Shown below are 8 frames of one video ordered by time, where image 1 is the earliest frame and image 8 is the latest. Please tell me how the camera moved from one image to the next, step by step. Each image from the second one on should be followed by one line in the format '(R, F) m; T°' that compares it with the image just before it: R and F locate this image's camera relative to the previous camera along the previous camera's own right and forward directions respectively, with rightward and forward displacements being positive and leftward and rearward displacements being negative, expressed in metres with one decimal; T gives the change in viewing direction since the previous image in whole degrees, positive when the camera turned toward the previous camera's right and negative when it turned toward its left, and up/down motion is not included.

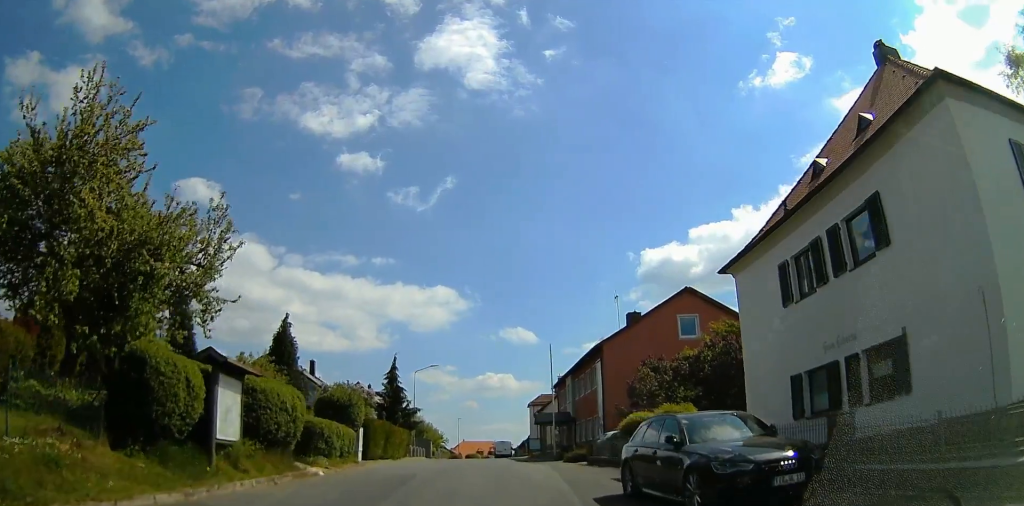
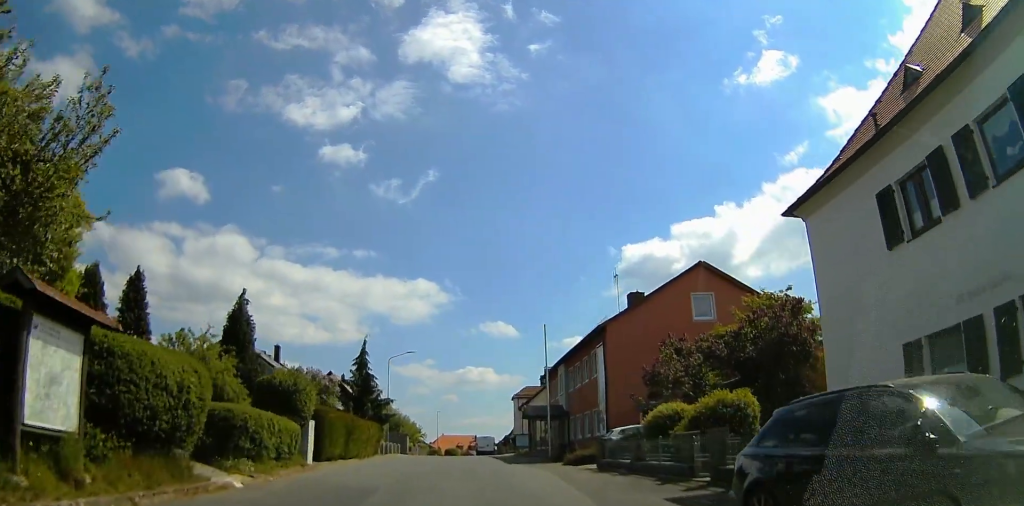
(+0.2, +5.4) m; +3°
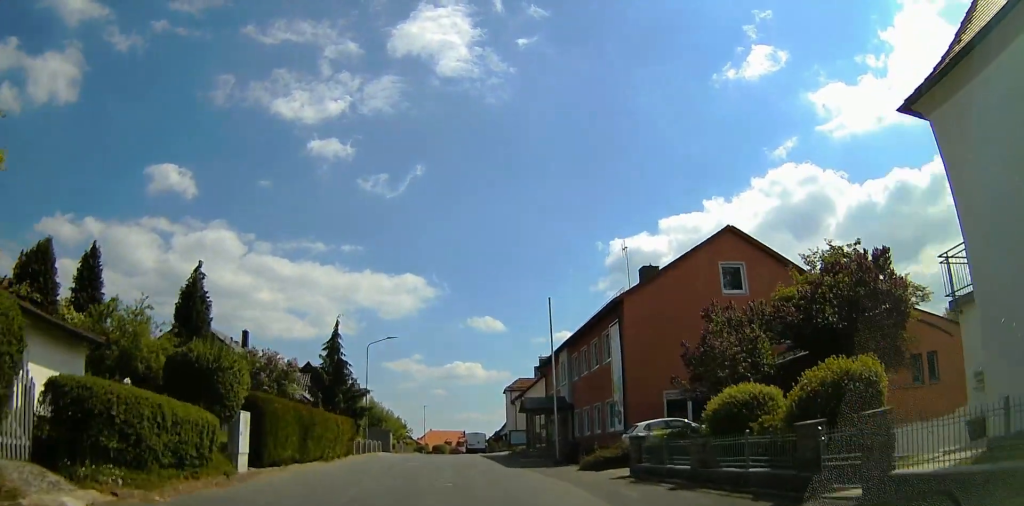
(0.0, +5.4) m; +1°
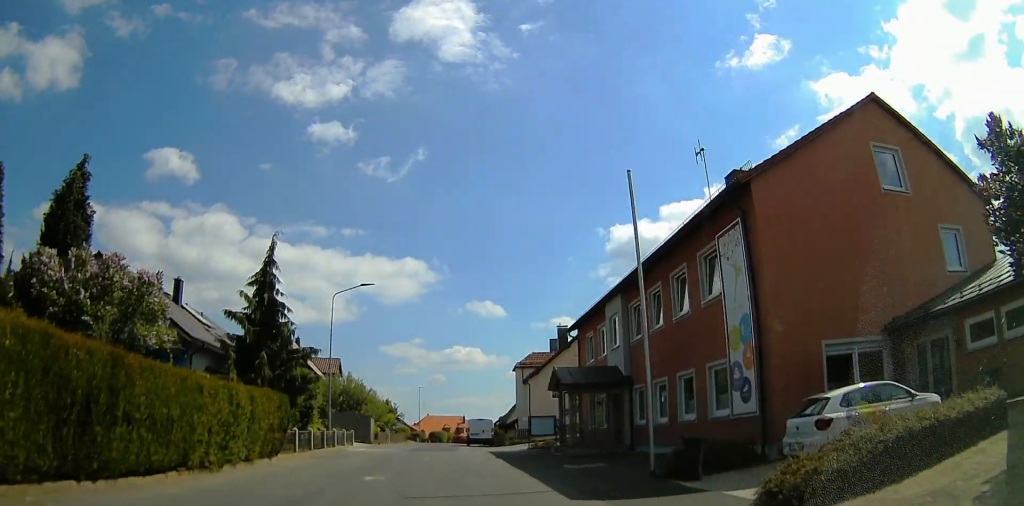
(+0.2, +12.3) m; 0°
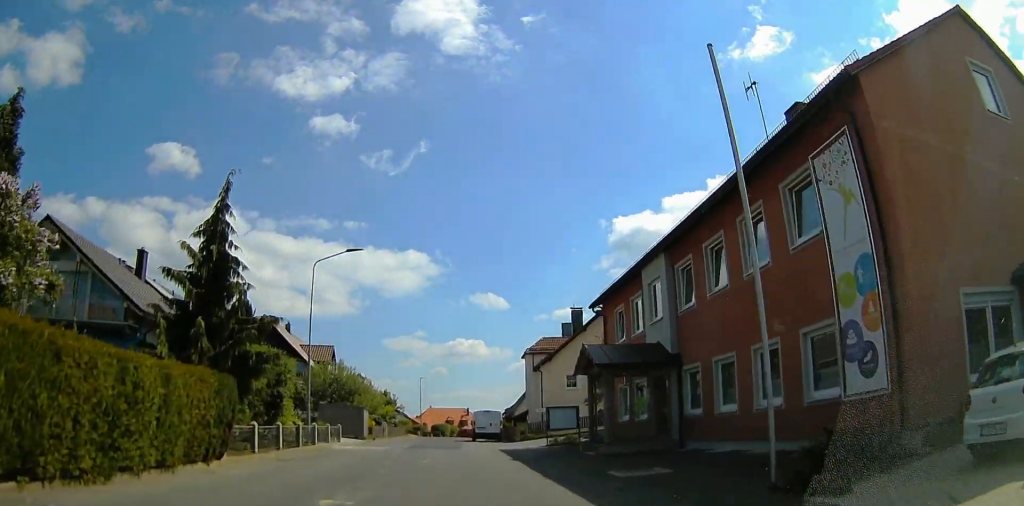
(-0.1, +5.2) m; -1°
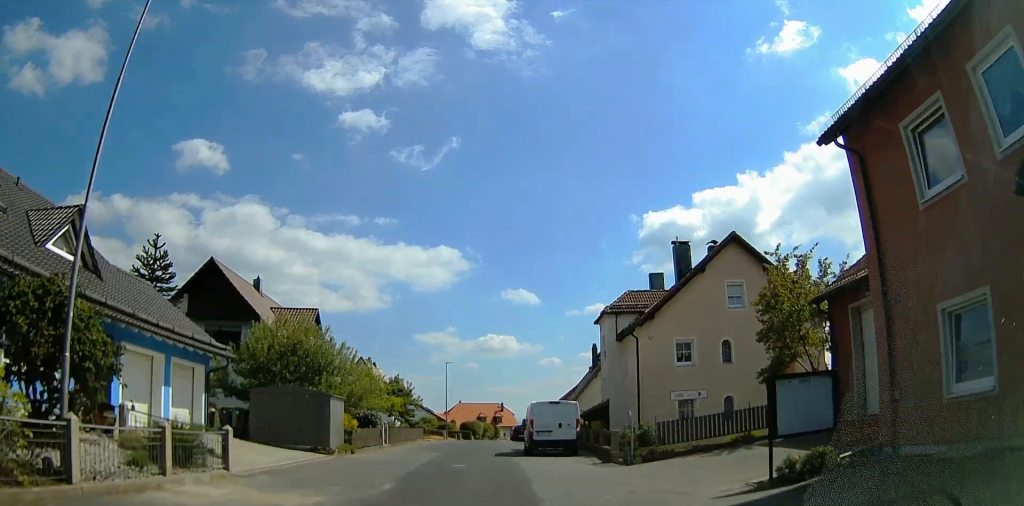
(-0.2, +18.7) m; -3°
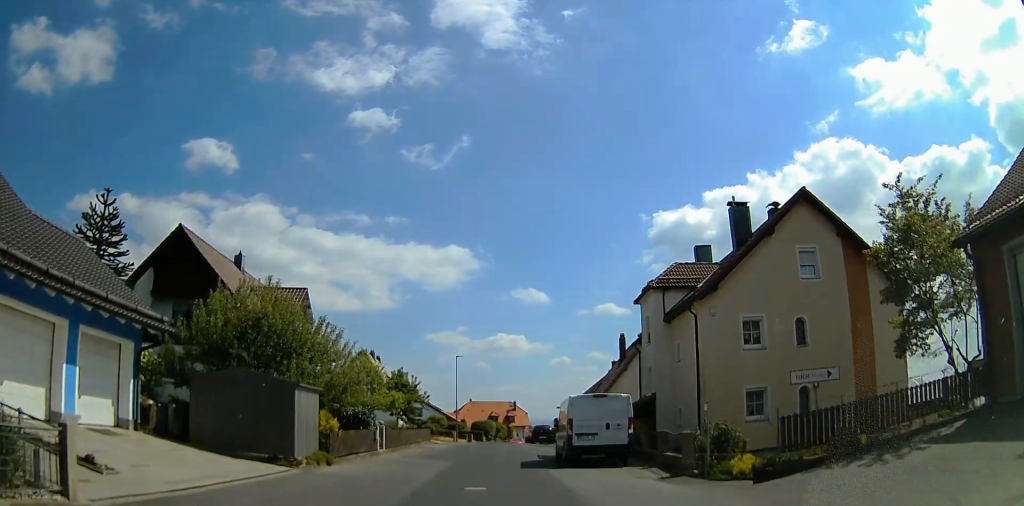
(-0.3, +6.2) m; 0°
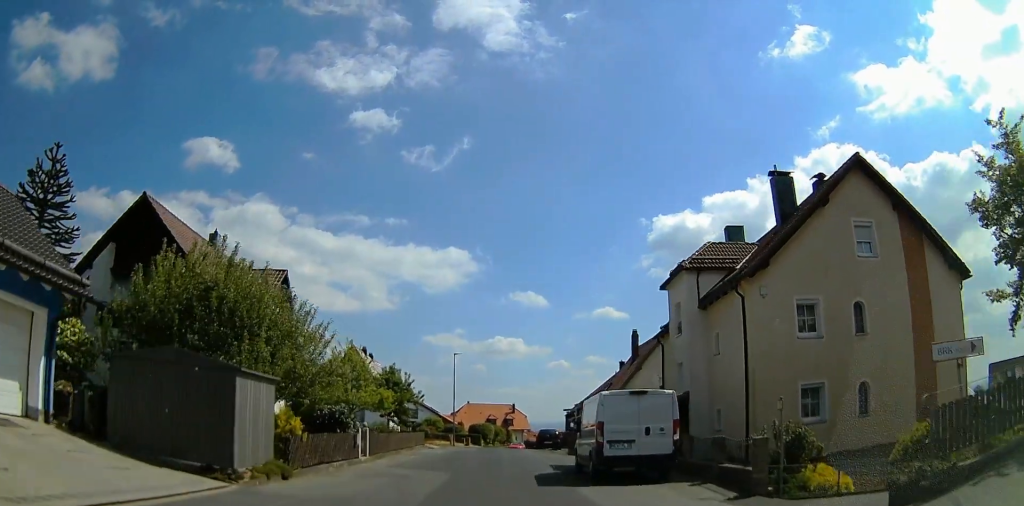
(+0.1, +4.2) m; +1°
